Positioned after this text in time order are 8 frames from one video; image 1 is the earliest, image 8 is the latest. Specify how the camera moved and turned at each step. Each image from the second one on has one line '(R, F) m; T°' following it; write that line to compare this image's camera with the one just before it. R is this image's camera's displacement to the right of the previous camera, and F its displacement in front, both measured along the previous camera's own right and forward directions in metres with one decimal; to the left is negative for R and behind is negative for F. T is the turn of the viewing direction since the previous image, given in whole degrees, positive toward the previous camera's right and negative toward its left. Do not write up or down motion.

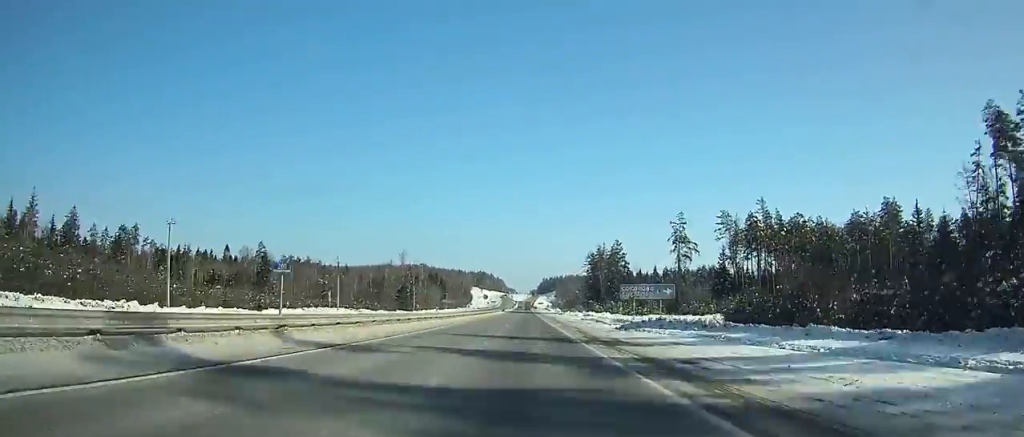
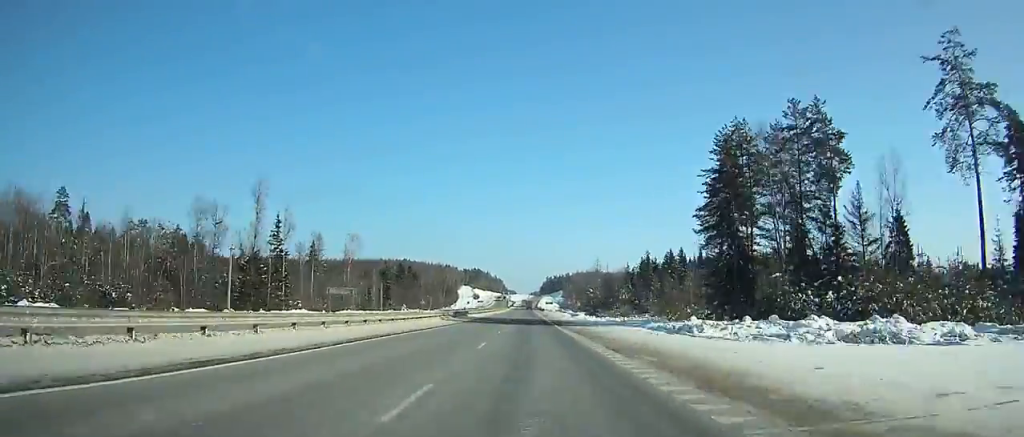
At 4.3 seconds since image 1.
(+0.6, +122.5) m; 0°
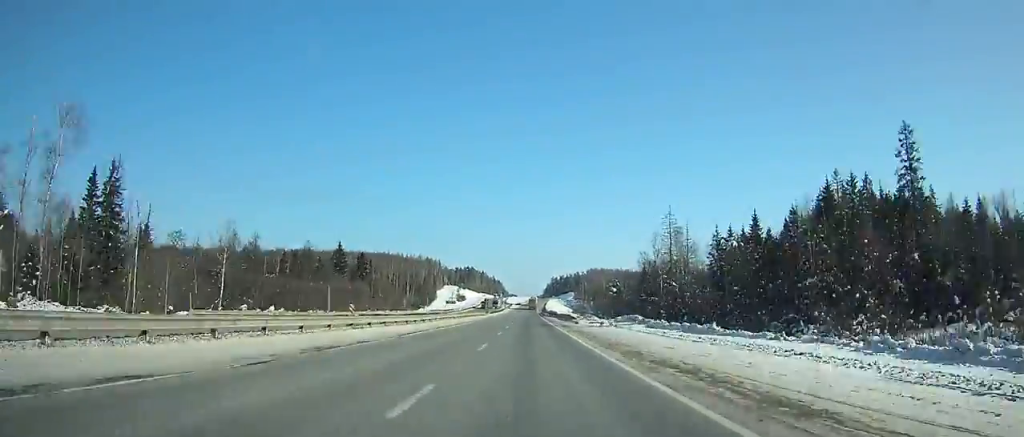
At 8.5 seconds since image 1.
(-0.3, +120.5) m; 0°
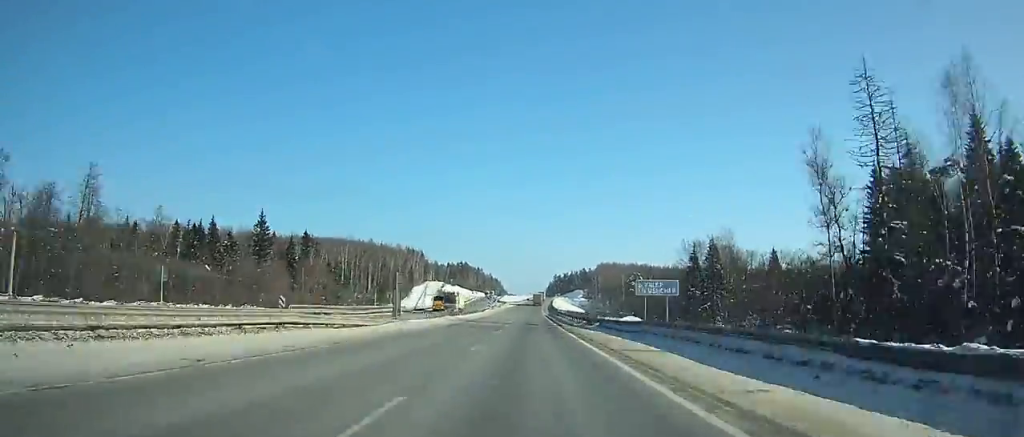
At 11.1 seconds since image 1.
(0.0, +74.9) m; 0°
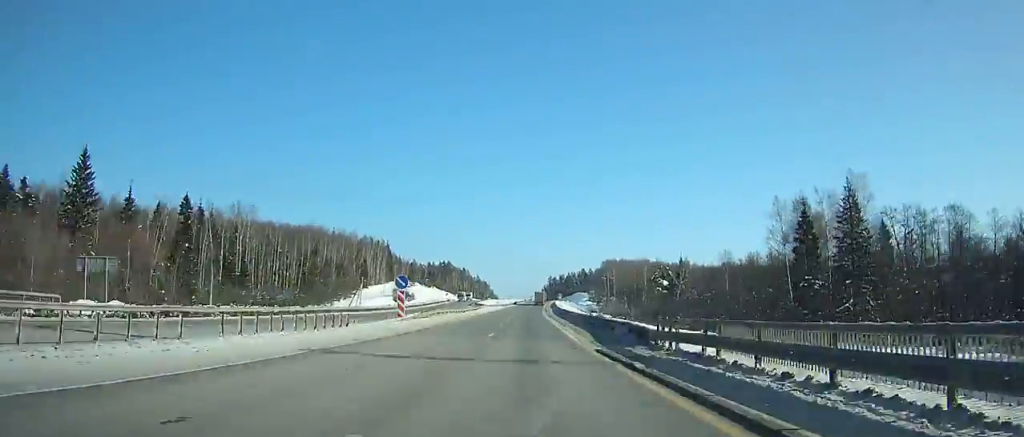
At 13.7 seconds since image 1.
(+0.1, +75.0) m; +1°
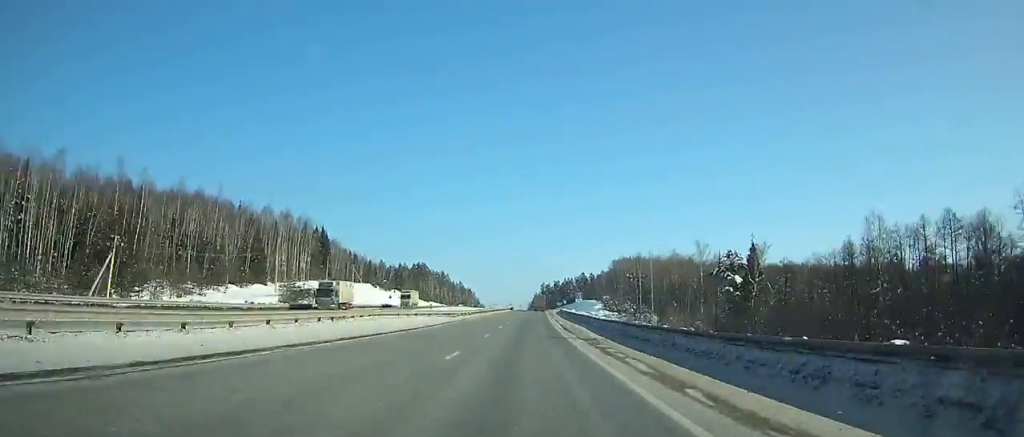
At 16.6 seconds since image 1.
(+0.8, +82.7) m; +1°
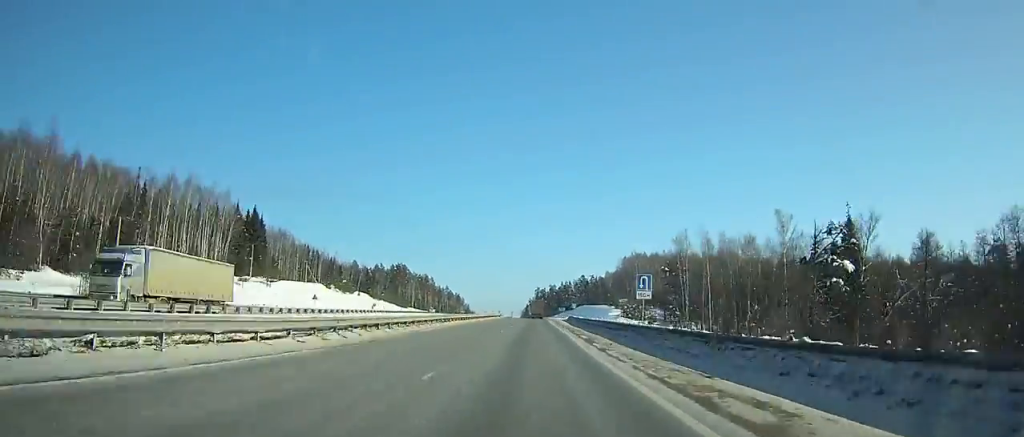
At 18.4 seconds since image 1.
(+0.2, +50.3) m; +1°
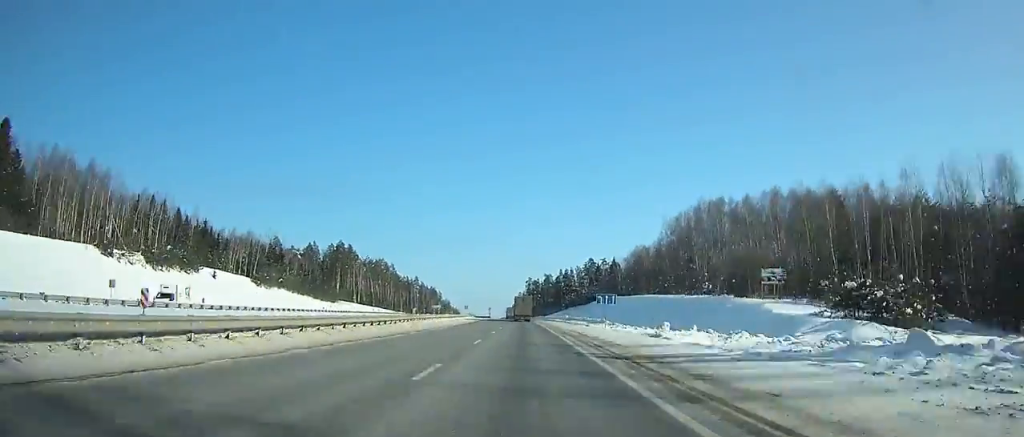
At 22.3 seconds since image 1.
(+1.3, +104.2) m; +1°
